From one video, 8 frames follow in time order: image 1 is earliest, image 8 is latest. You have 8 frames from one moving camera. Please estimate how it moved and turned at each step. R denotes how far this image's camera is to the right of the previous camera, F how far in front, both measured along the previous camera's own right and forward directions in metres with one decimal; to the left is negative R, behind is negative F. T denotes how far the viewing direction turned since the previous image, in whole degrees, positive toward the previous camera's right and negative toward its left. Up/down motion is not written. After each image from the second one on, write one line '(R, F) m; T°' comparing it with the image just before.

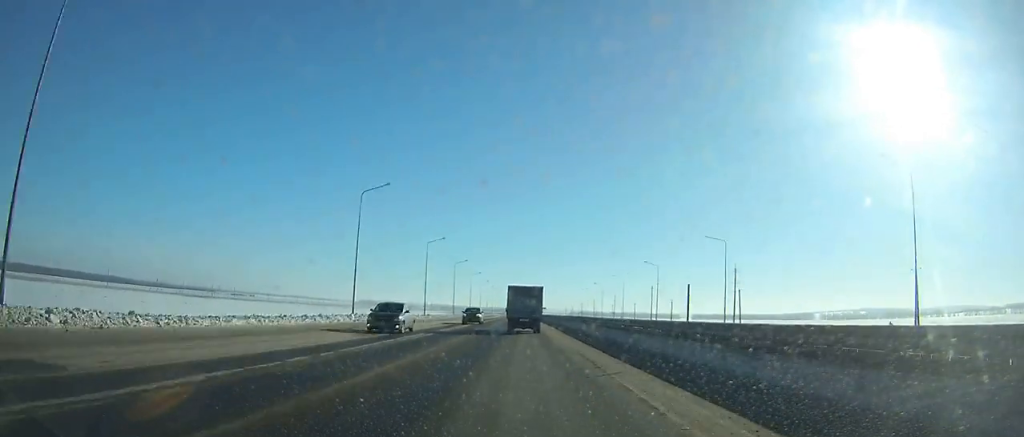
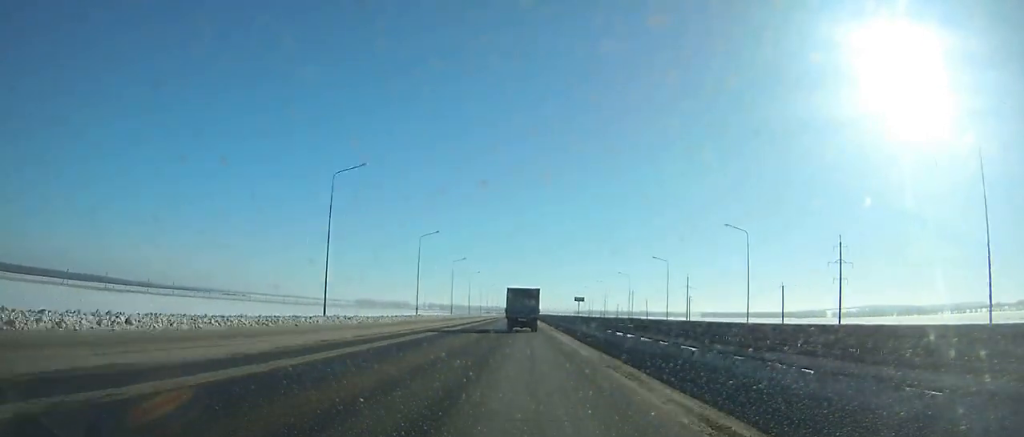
(0.0, +76.0) m; 0°
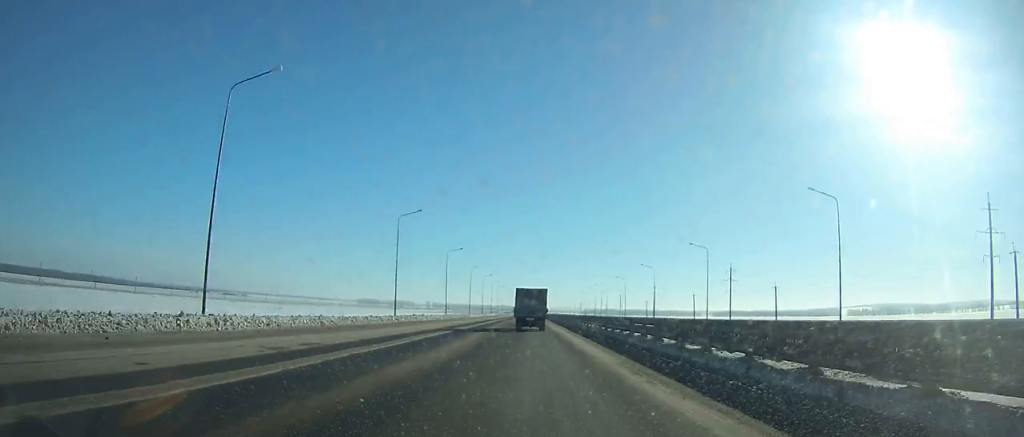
(-0.2, +52.0) m; 0°
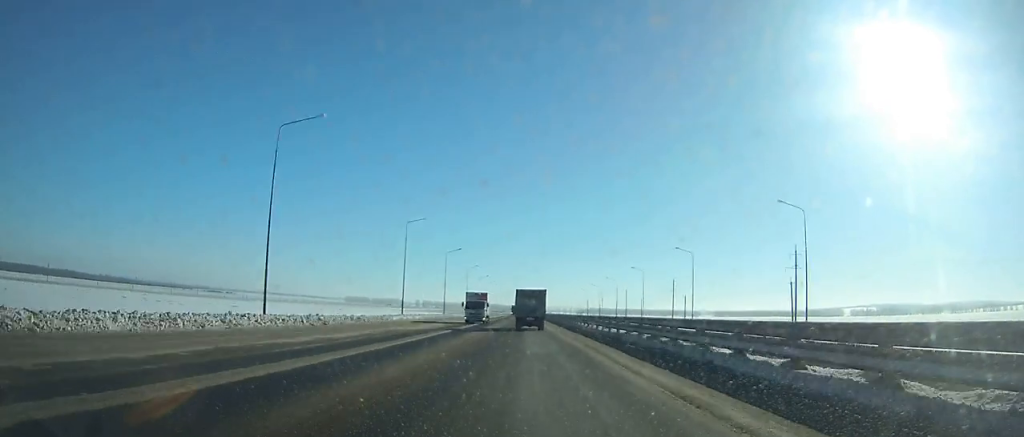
(+0.1, +64.2) m; 0°
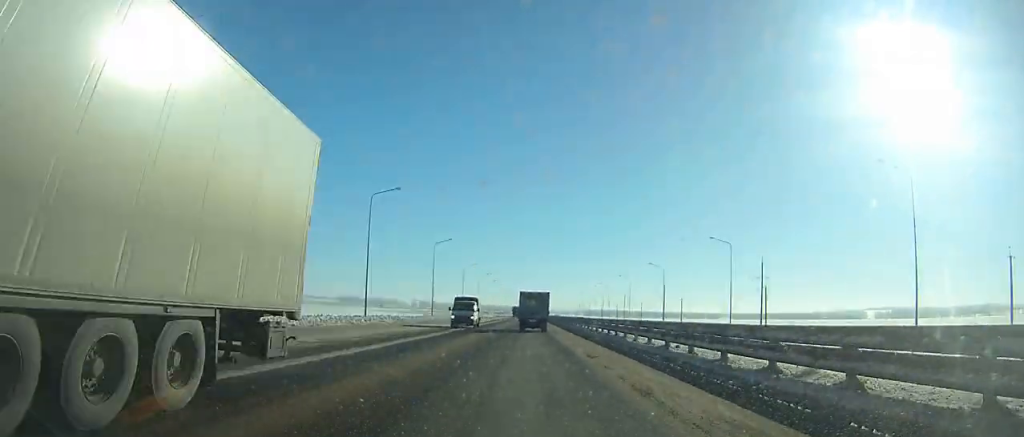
(+0.4, +118.6) m; 0°
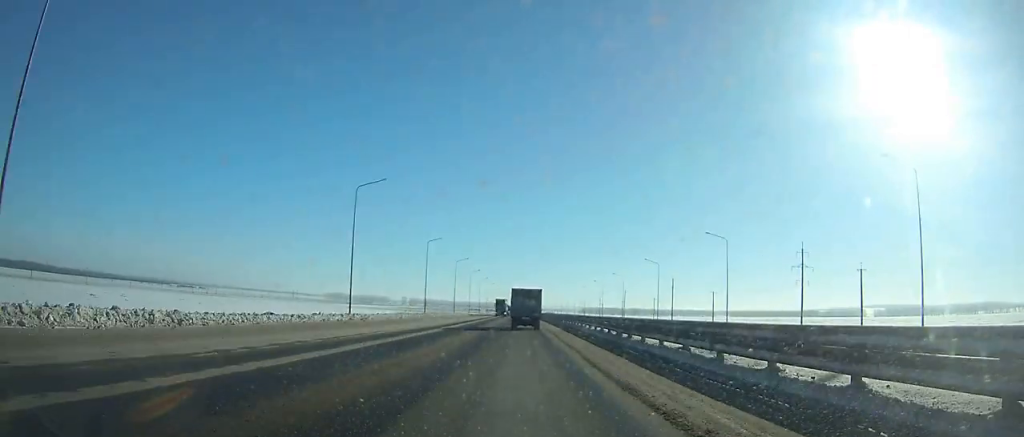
(0.0, +36.0) m; 0°
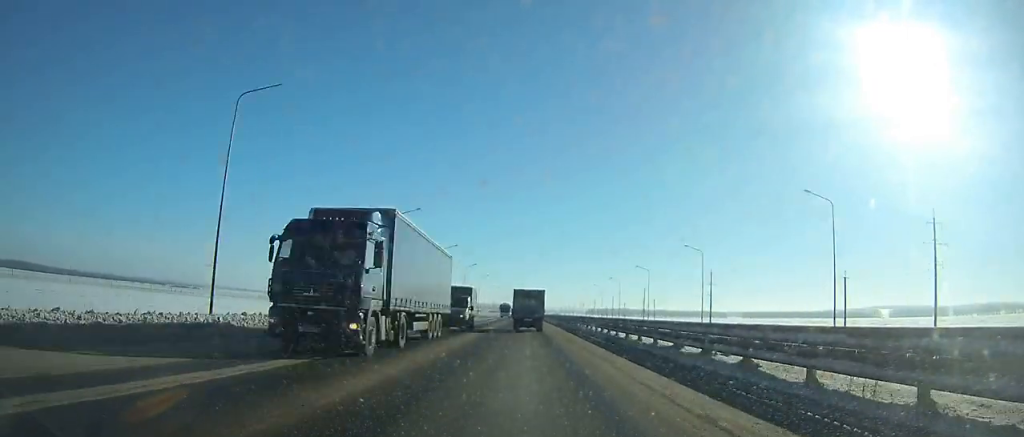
(+0.1, +58.0) m; 0°
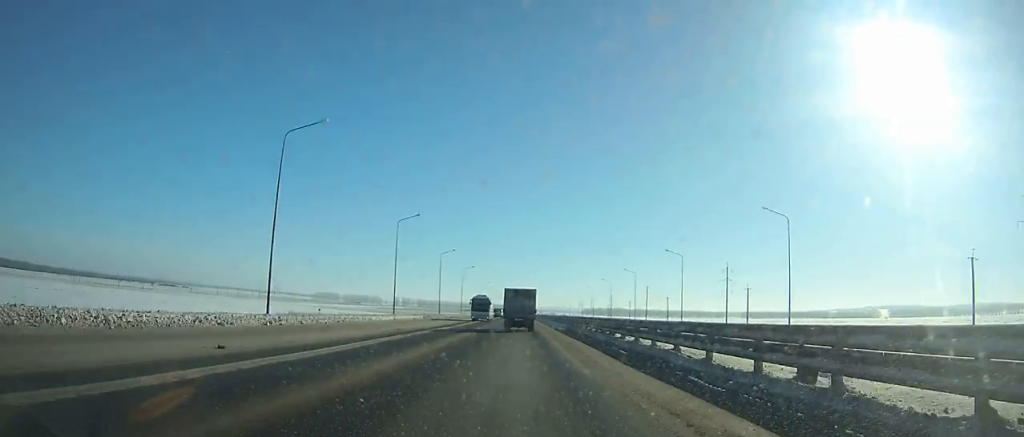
(+0.1, +28.0) m; 0°
